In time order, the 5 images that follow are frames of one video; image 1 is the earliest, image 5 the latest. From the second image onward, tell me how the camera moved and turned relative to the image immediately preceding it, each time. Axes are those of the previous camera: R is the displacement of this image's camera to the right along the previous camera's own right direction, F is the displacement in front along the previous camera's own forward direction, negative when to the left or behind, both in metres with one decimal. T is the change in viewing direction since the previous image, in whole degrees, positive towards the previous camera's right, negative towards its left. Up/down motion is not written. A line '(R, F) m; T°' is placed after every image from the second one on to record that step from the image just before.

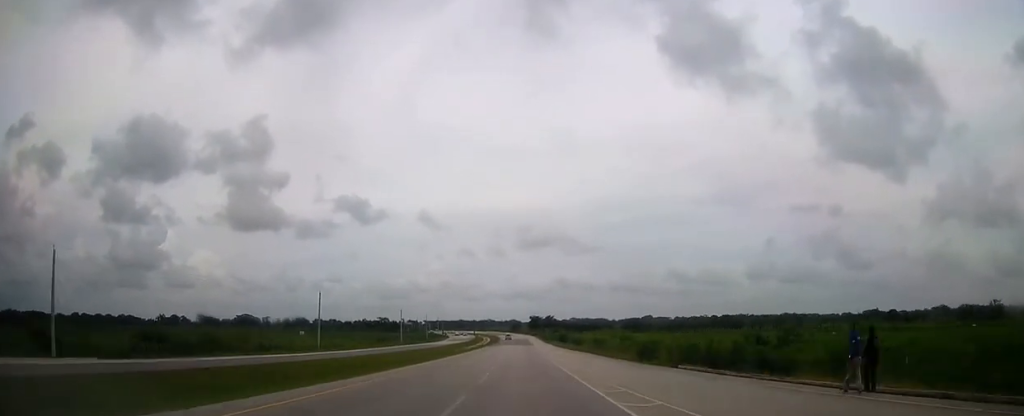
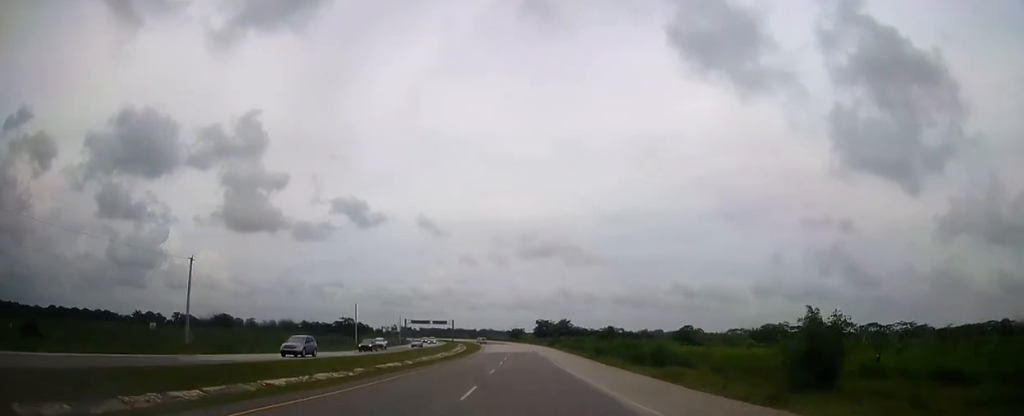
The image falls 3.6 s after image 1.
(-0.2, +103.0) m; 0°
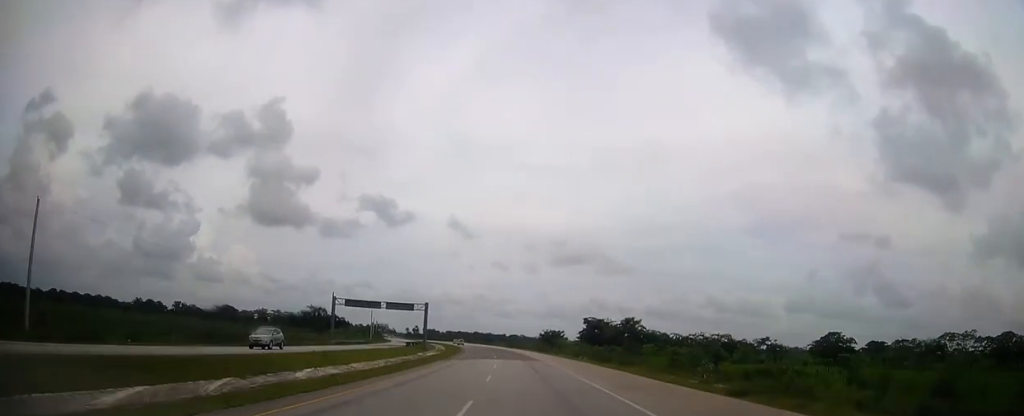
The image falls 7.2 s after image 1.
(-1.8, +102.6) m; -3°
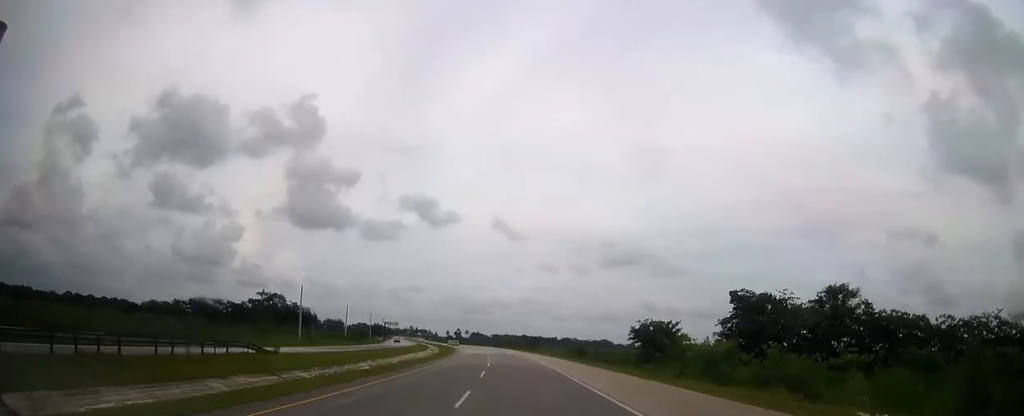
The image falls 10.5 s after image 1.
(-3.7, +93.3) m; -5°
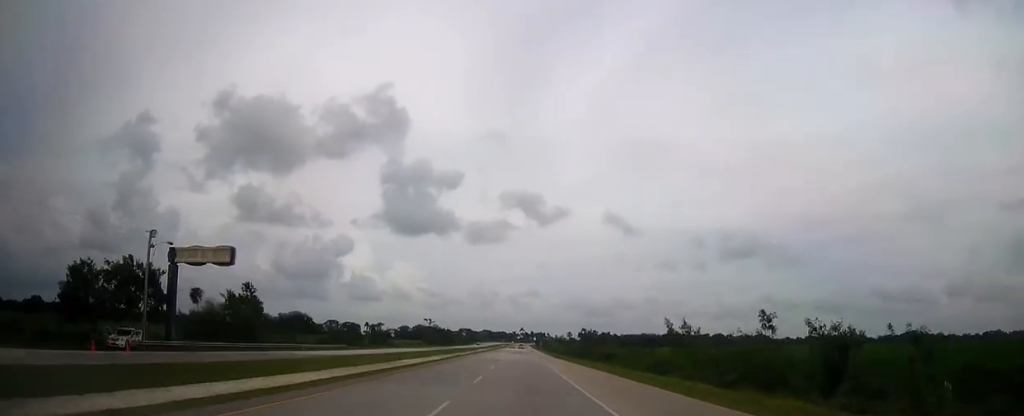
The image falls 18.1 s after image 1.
(-23.1, +216.8) m; -11°
